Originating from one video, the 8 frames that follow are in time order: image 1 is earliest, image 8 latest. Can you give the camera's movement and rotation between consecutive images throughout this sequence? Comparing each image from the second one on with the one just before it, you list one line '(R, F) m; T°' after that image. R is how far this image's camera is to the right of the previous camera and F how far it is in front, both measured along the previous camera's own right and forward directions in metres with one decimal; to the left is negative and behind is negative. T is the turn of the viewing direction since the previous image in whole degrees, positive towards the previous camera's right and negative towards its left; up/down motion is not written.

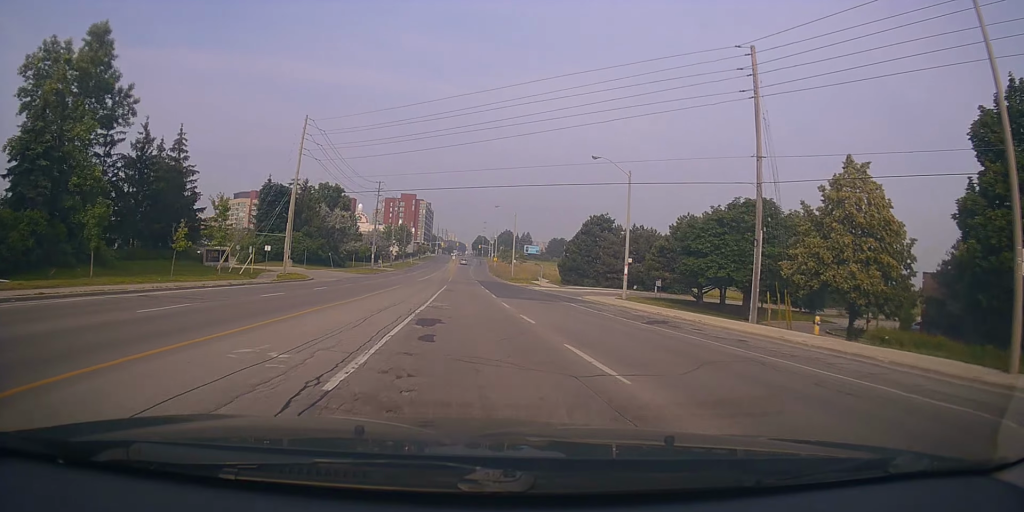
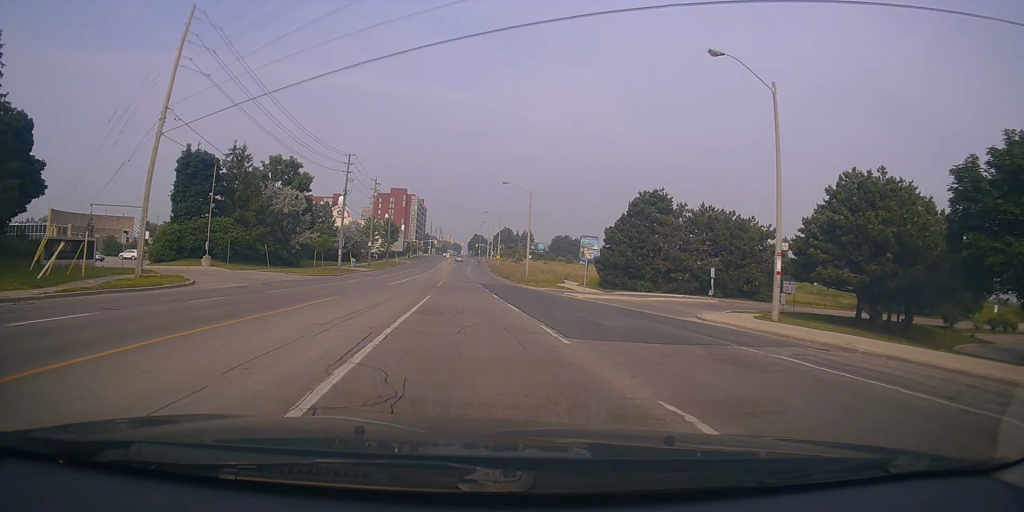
(-0.2, +23.8) m; +1°
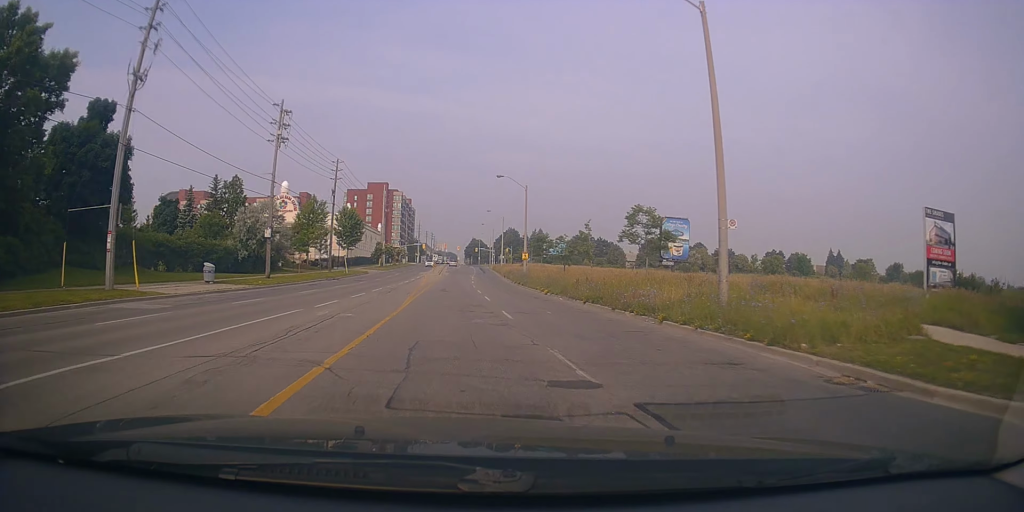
(+0.7, +49.8) m; +1°
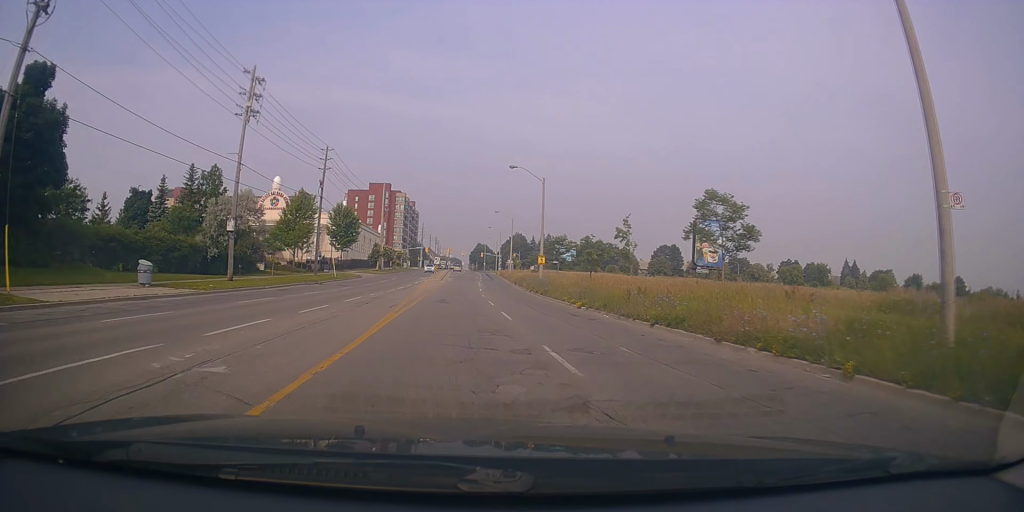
(0.0, +8.8) m; 0°
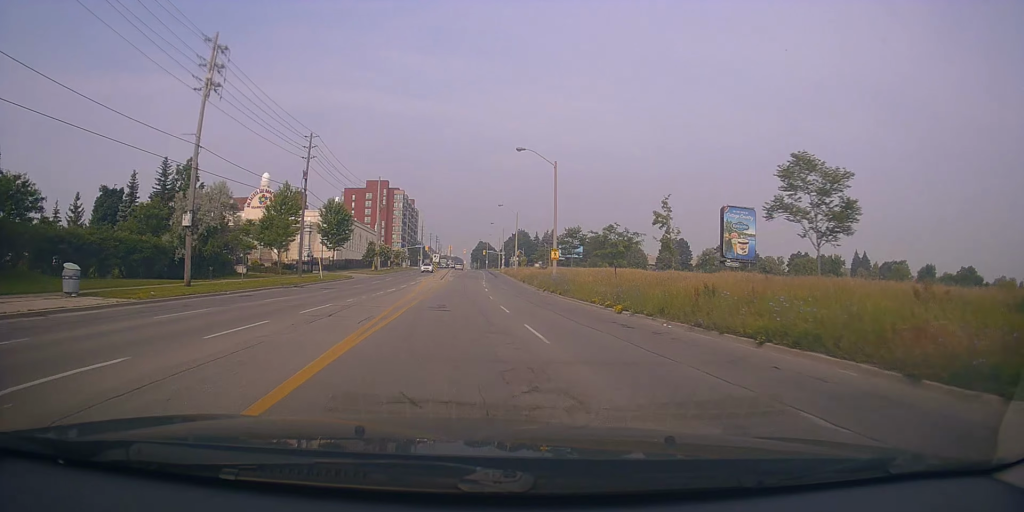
(0.0, +6.6) m; 0°
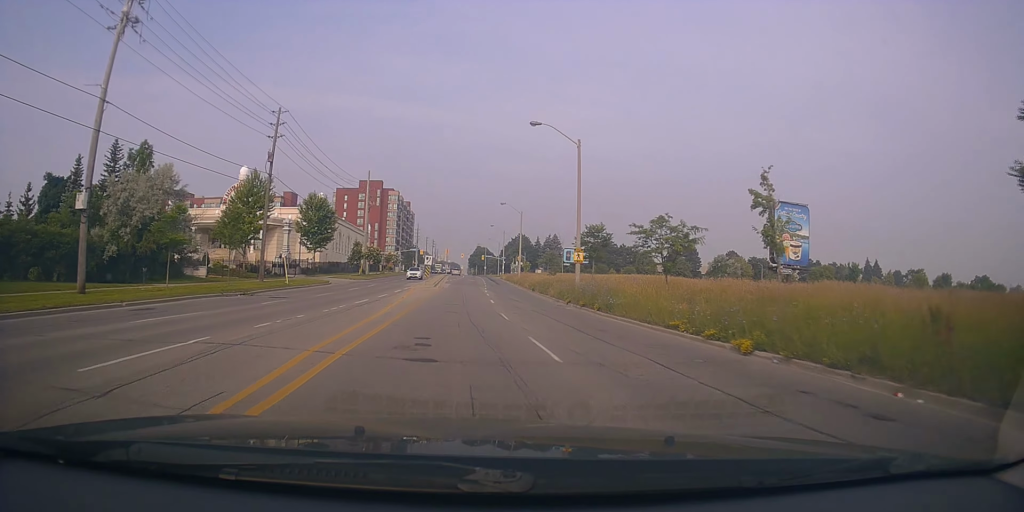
(0.0, +9.7) m; 0°
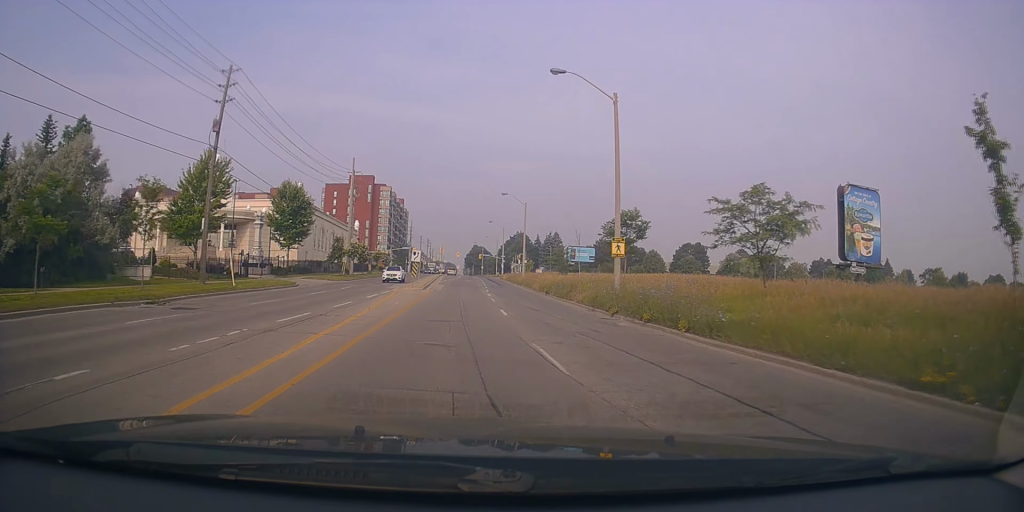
(+0.1, +9.7) m; 0°
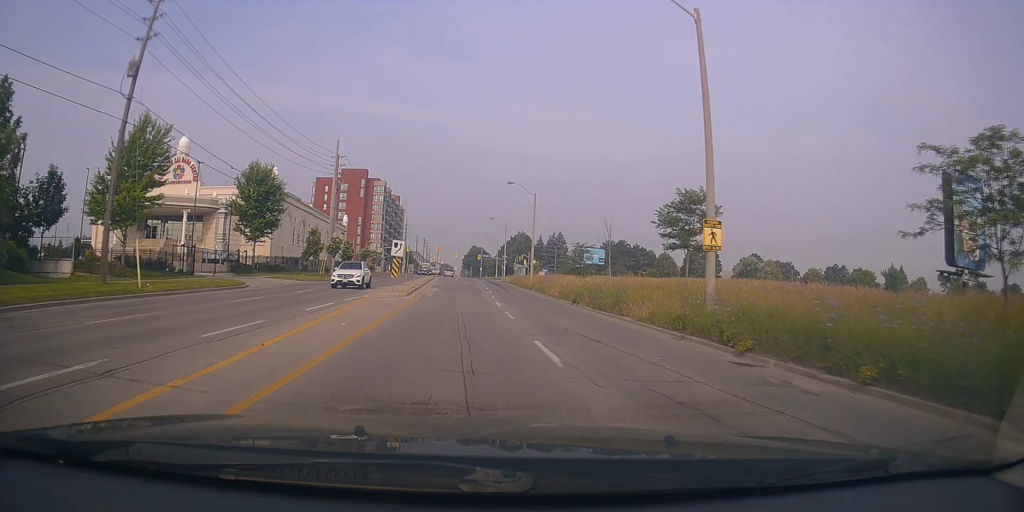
(-0.1, +10.2) m; 0°
